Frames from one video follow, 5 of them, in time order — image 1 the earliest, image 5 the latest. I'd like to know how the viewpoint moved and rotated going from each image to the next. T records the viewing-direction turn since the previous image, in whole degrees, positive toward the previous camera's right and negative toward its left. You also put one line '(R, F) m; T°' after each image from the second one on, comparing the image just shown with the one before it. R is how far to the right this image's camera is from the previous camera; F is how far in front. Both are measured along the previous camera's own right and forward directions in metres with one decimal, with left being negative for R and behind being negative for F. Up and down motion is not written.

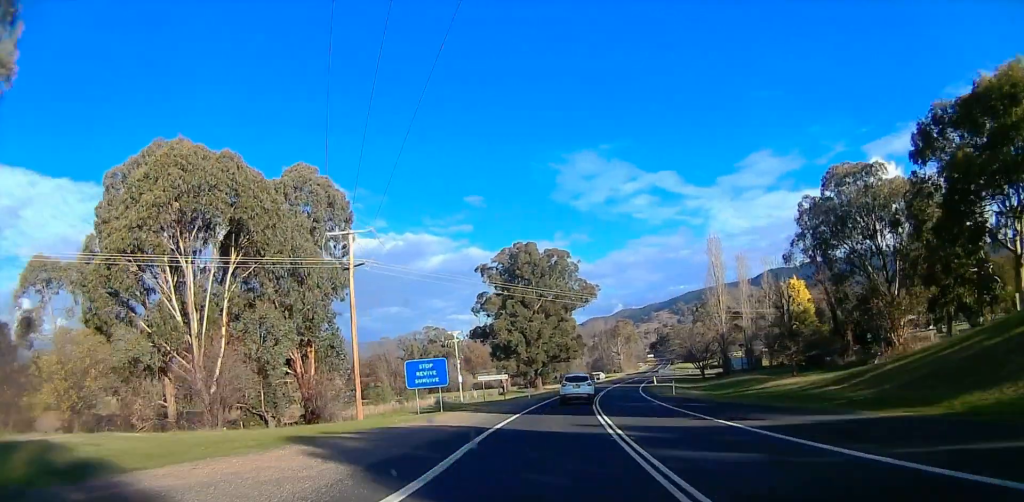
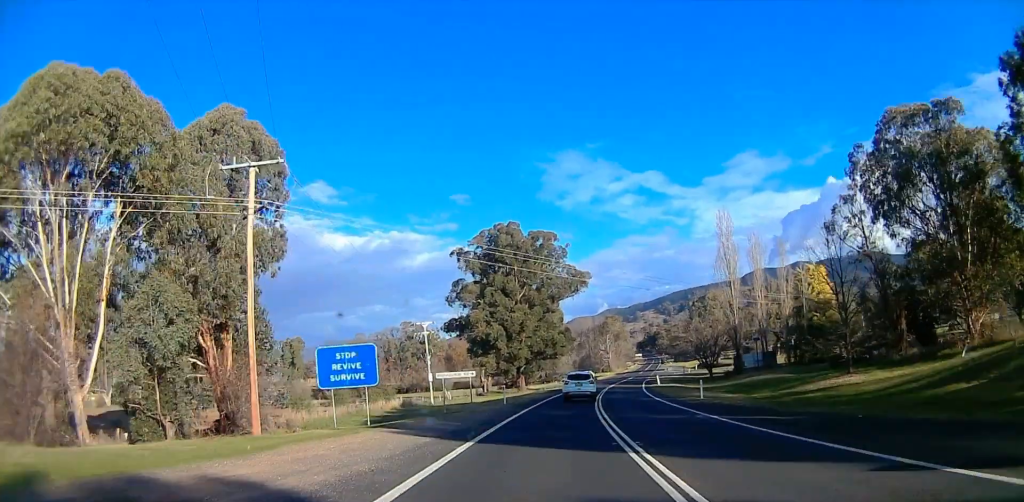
(+0.2, +11.0) m; 0°
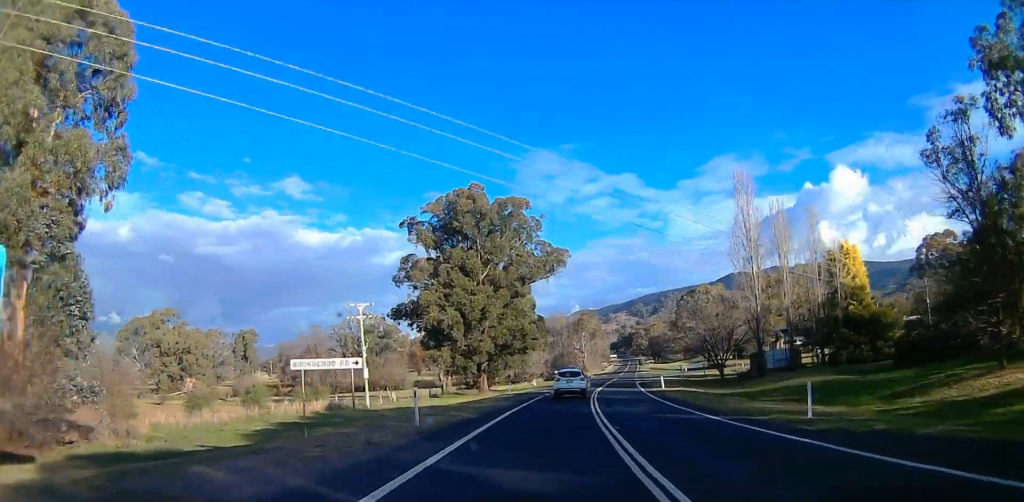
(+0.2, +16.3) m; +6°
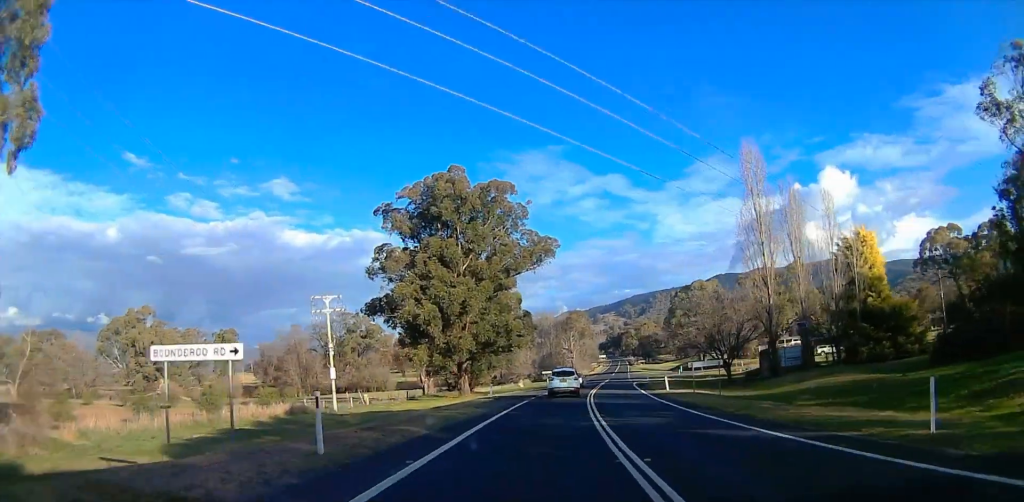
(+0.9, +6.6) m; +2°
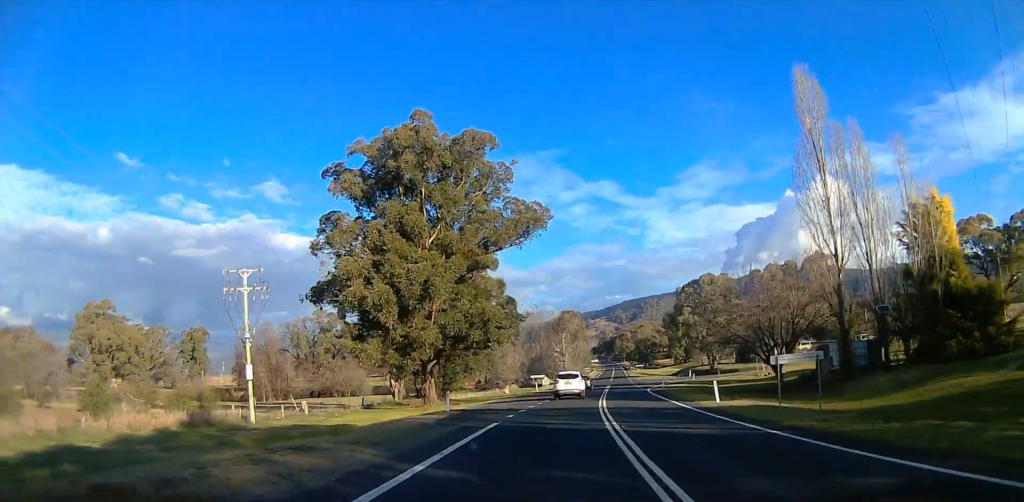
(-0.5, +15.4) m; -3°
